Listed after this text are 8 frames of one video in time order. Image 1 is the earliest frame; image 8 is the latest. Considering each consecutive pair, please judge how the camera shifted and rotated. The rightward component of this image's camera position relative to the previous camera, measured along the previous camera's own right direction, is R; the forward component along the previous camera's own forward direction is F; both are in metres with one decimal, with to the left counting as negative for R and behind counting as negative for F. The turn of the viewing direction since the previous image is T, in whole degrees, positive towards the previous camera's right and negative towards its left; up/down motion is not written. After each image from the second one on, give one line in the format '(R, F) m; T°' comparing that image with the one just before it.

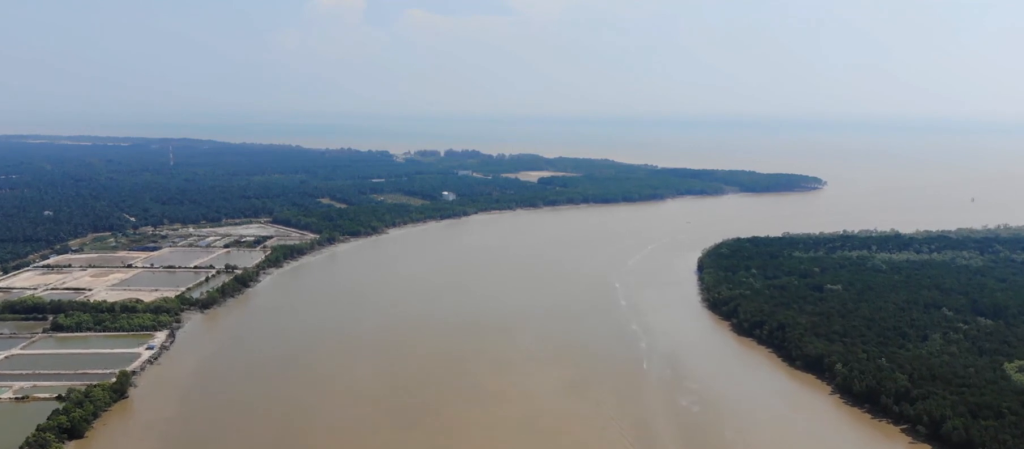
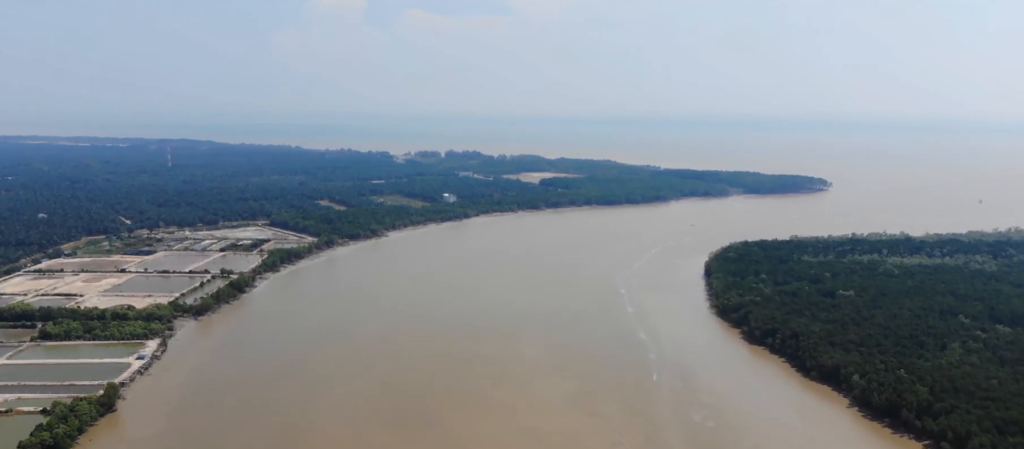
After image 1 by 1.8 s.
(0.0, +20.0) m; 0°
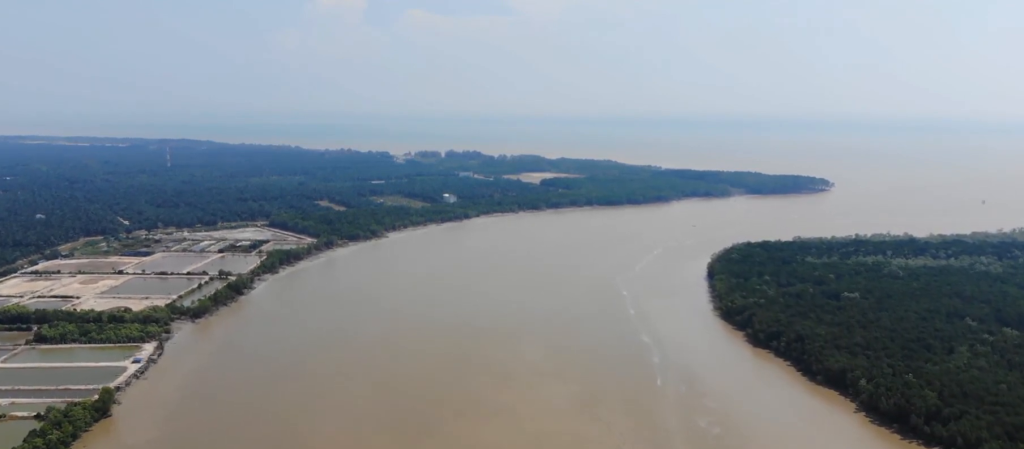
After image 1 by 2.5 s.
(0.0, +7.7) m; 0°
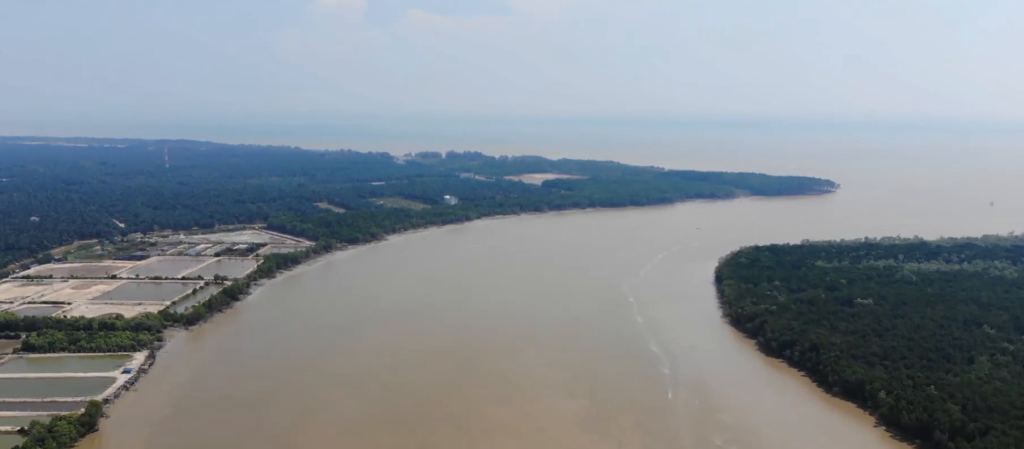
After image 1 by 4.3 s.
(0.0, +19.6) m; 0°
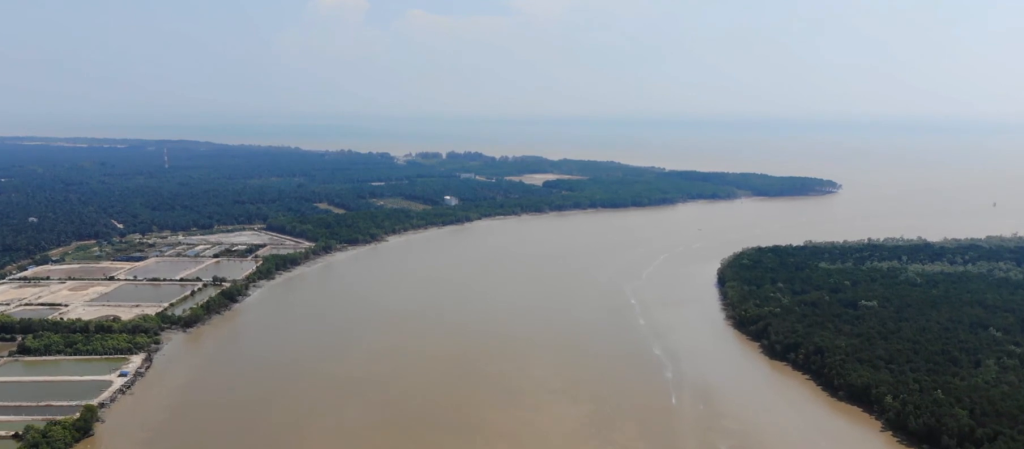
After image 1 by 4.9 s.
(0.0, +6.4) m; 0°
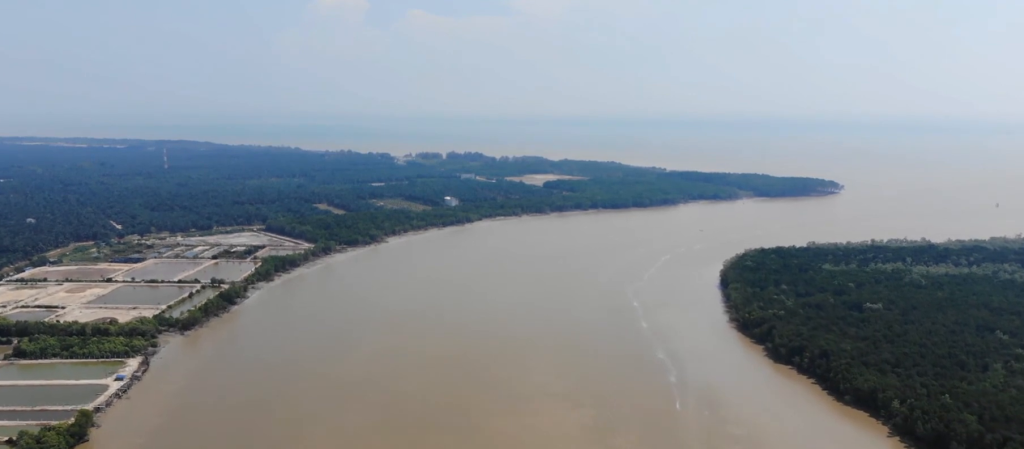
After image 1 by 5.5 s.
(+0.1, +7.0) m; +1°
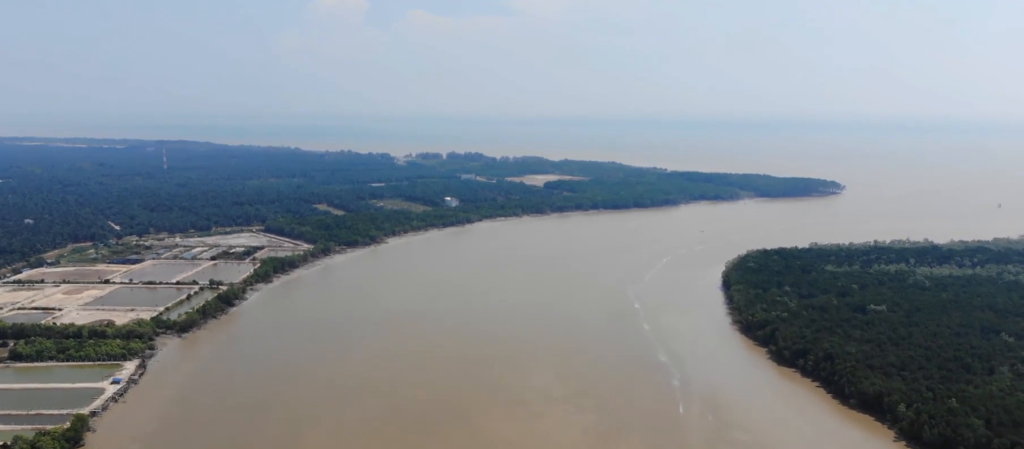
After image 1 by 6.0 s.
(0.0, +5.9) m; +1°
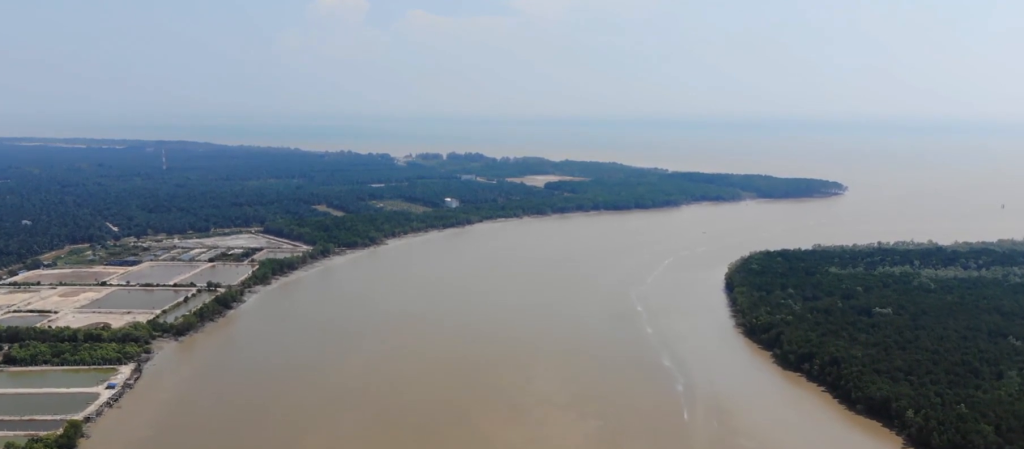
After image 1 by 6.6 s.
(+0.1, +8.1) m; +1°
